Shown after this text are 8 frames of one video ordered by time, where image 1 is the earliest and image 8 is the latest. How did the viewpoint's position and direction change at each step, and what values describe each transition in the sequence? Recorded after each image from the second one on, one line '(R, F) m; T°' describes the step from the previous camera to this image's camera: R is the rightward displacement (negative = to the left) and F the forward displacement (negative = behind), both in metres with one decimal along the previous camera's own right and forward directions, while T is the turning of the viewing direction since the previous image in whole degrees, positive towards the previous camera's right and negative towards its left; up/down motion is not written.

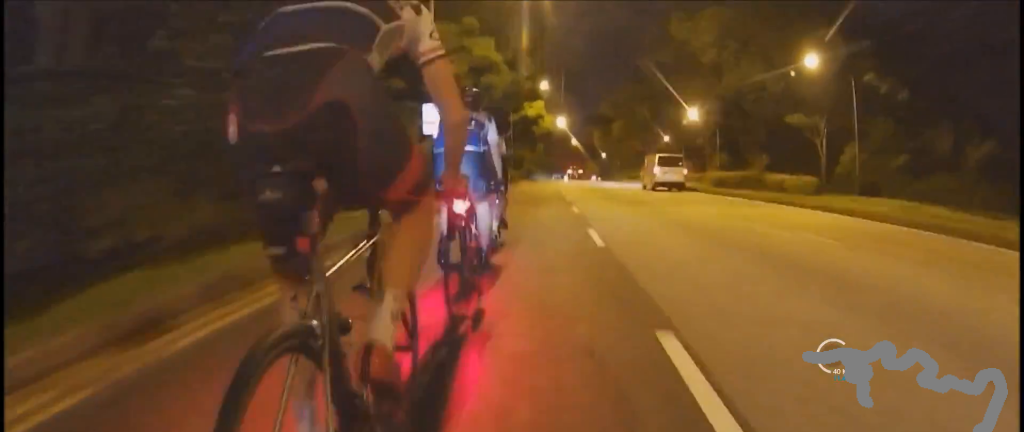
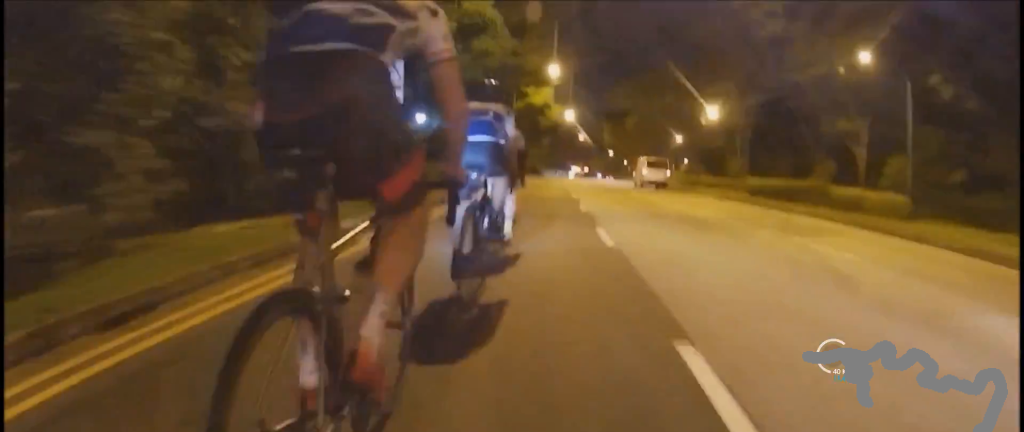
(+0.2, +5.7) m; +2°
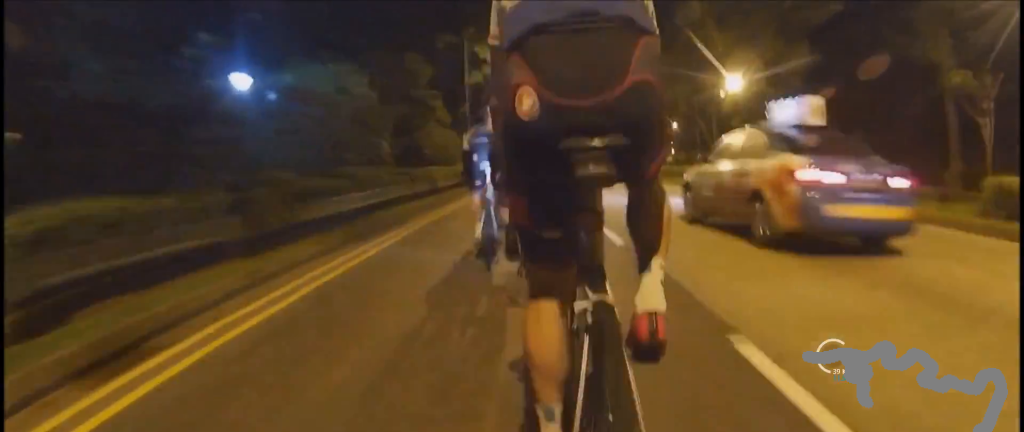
(+0.7, +17.8) m; +2°
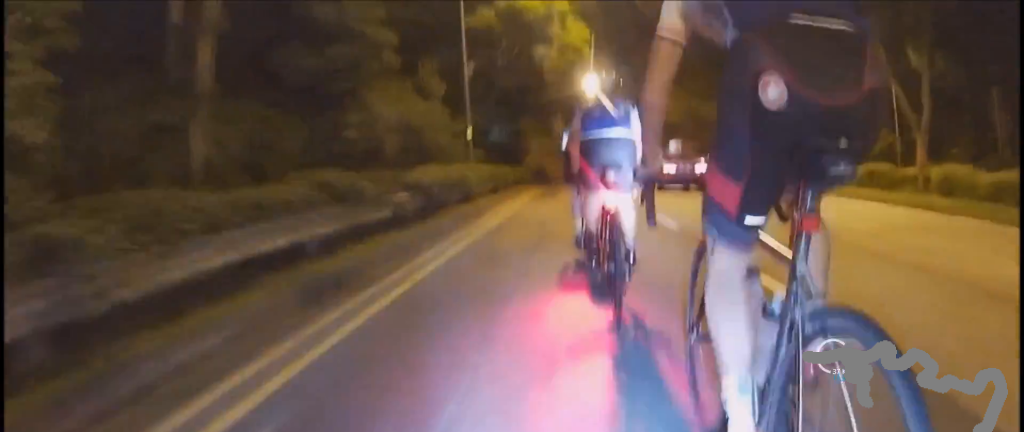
(-0.4, +16.1) m; -2°
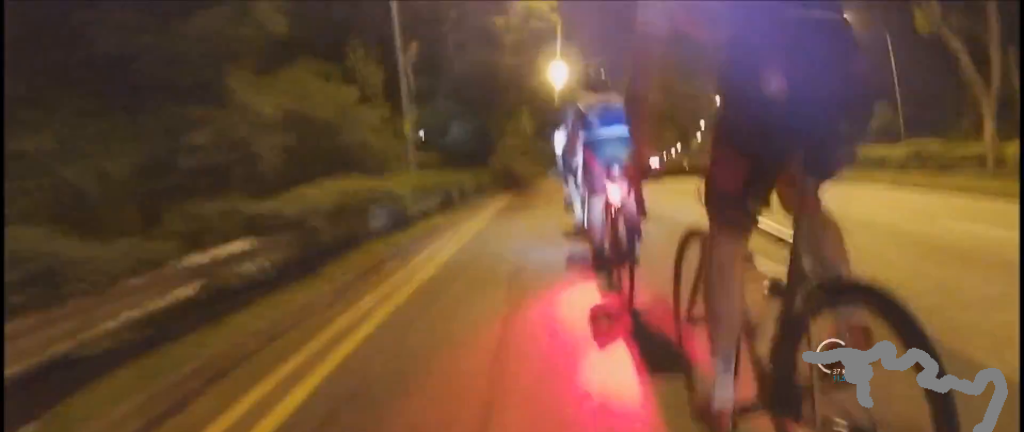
(0.0, +4.7) m; 0°
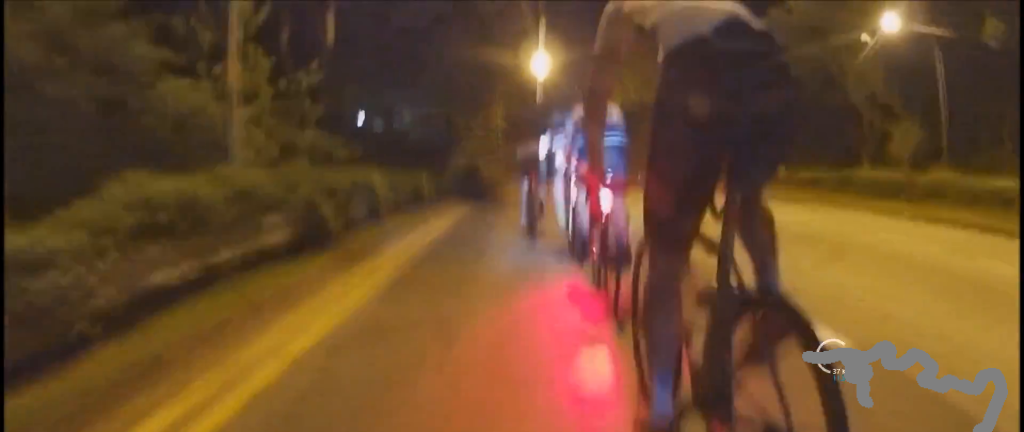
(0.0, +7.3) m; 0°
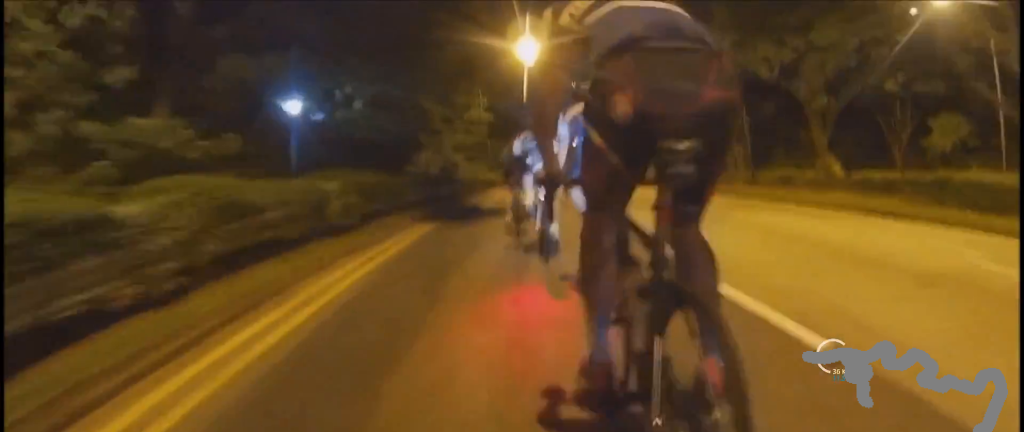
(0.0, +6.0) m; 0°
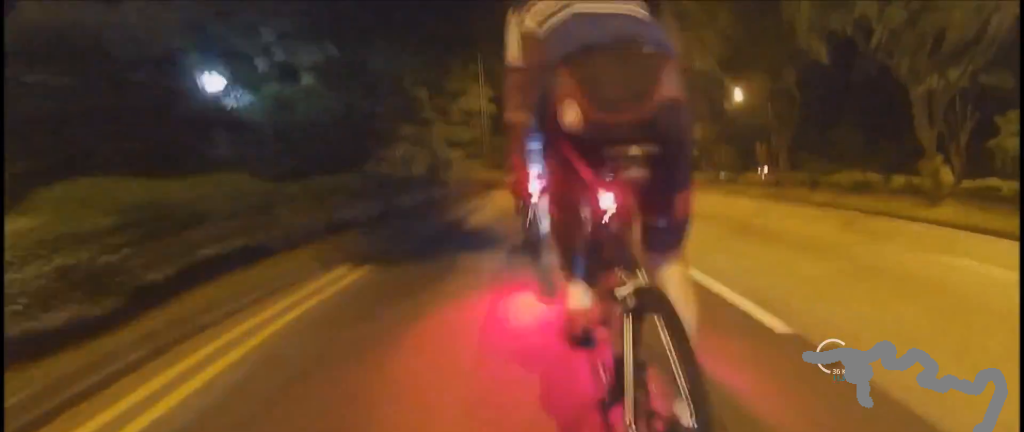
(0.0, +5.5) m; 0°
